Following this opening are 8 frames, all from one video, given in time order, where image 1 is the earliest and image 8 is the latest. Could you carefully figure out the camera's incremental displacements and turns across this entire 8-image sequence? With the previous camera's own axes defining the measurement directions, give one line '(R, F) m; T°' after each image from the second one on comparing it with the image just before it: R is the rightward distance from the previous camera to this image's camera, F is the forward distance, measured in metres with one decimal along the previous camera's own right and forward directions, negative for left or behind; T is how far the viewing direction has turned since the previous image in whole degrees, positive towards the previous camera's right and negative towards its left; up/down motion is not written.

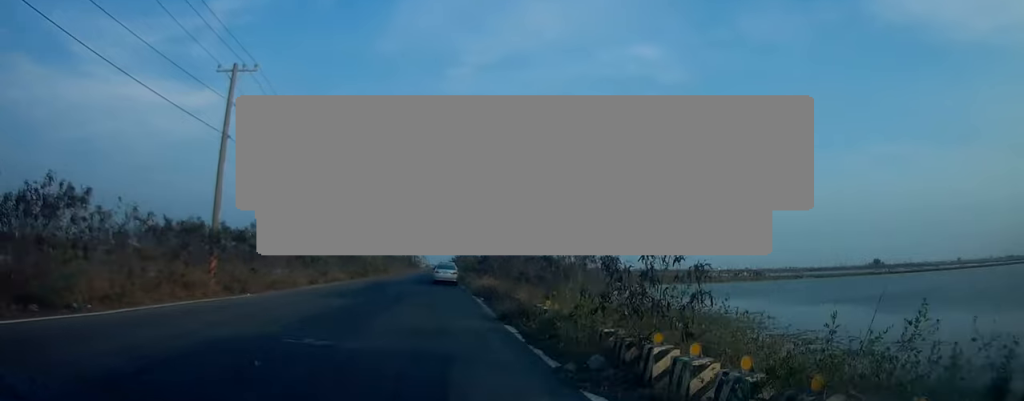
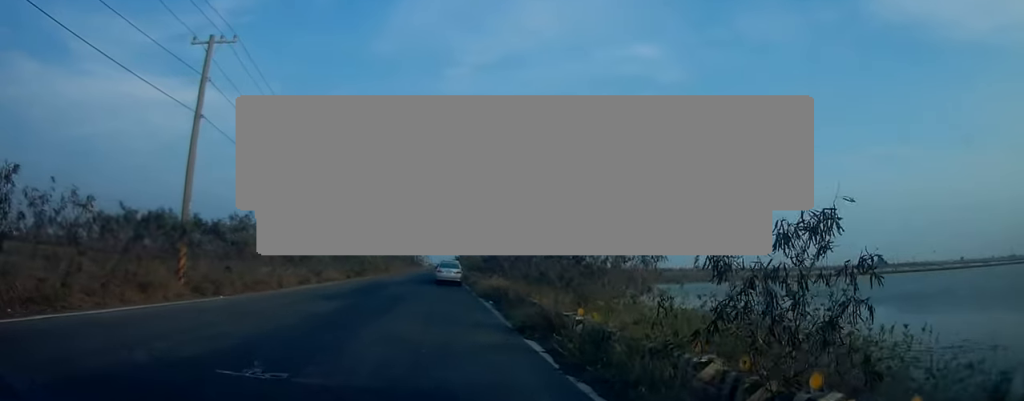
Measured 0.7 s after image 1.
(-0.1, +4.9) m; -1°
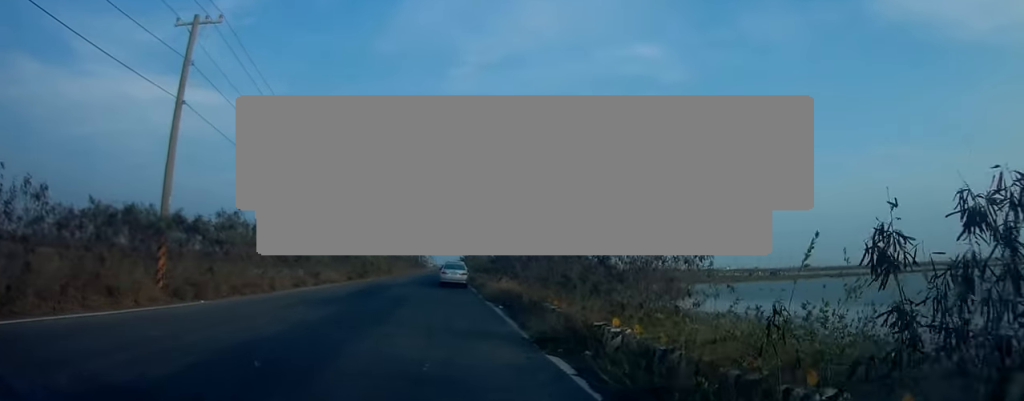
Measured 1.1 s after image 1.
(0.0, +3.2) m; -1°
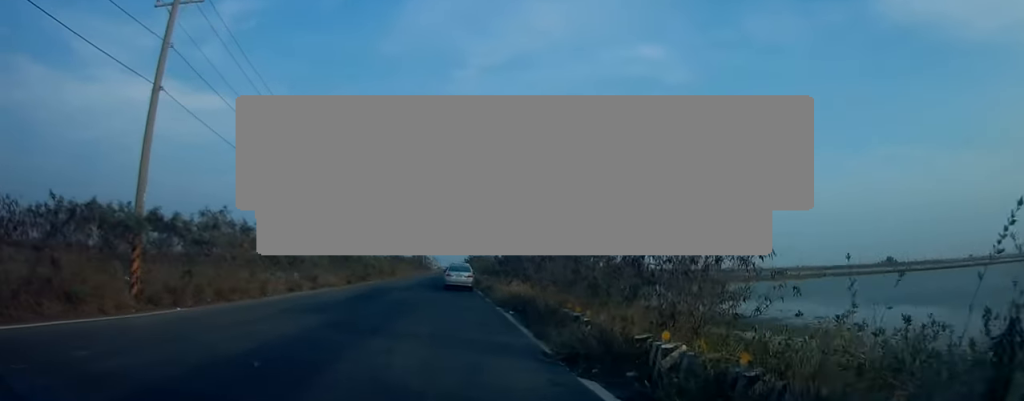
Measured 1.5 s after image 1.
(0.0, +3.1) m; 0°
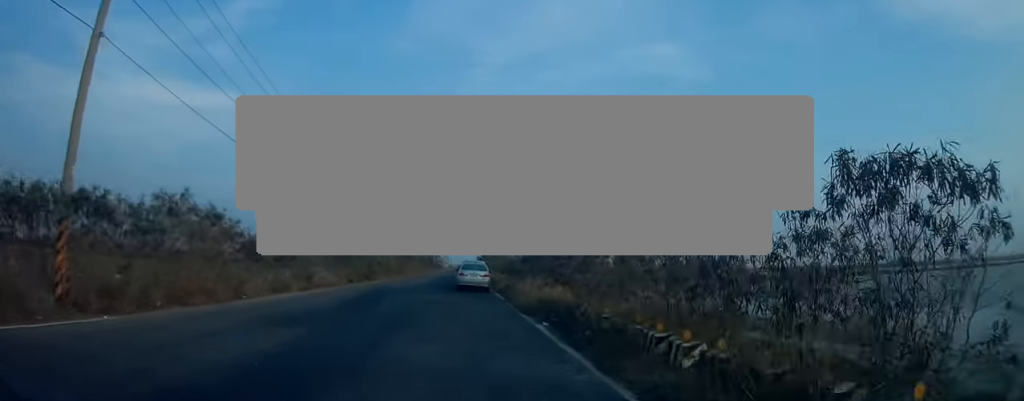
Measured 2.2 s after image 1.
(0.0, +4.4) m; -1°
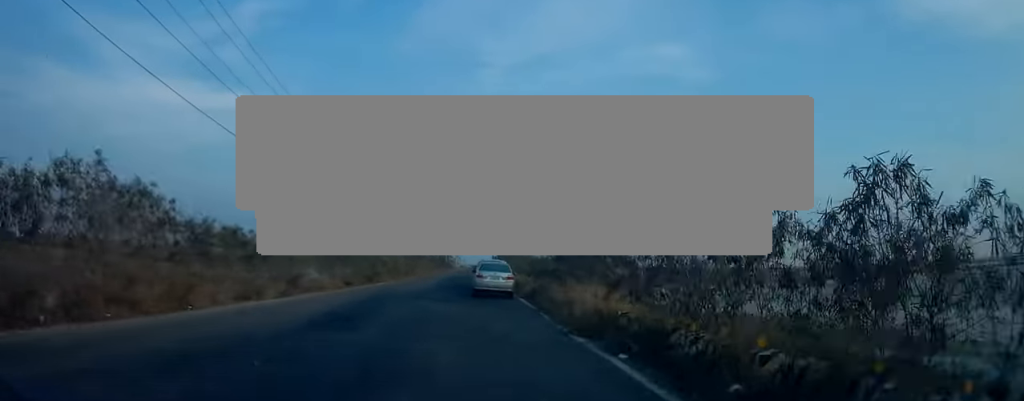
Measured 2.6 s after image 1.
(0.0, +2.6) m; -1°
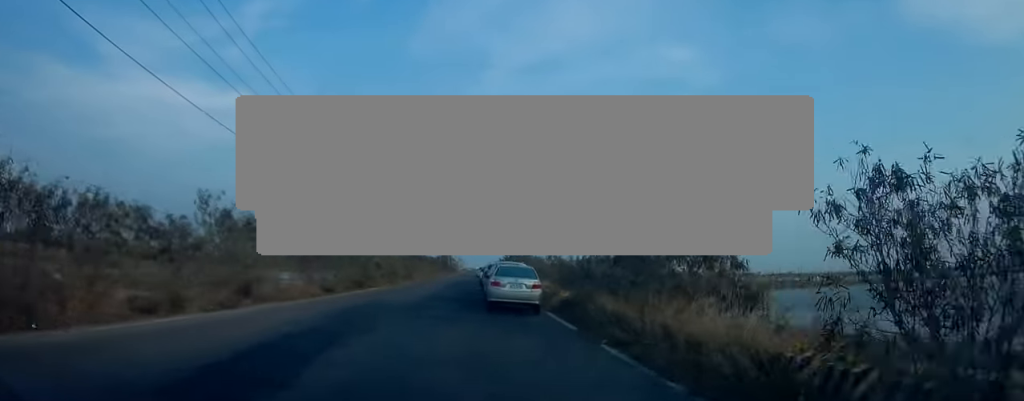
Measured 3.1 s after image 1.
(0.0, +3.3) m; -1°
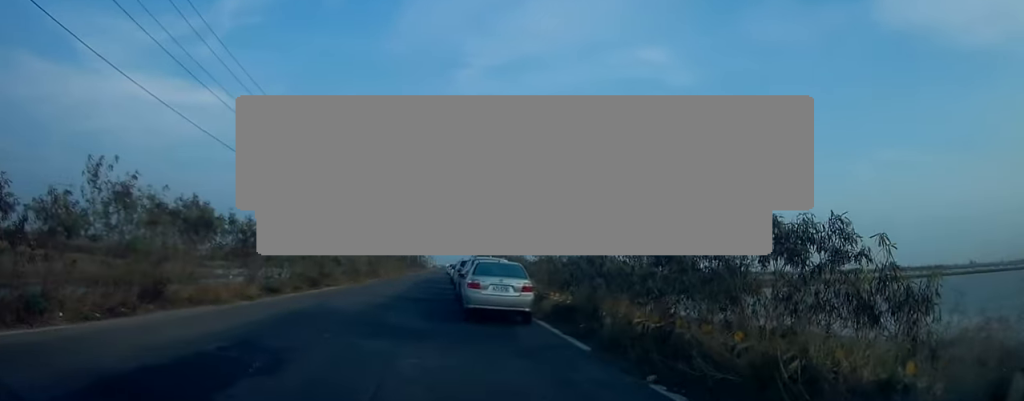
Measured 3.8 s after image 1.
(-0.1, +4.5) m; -1°
